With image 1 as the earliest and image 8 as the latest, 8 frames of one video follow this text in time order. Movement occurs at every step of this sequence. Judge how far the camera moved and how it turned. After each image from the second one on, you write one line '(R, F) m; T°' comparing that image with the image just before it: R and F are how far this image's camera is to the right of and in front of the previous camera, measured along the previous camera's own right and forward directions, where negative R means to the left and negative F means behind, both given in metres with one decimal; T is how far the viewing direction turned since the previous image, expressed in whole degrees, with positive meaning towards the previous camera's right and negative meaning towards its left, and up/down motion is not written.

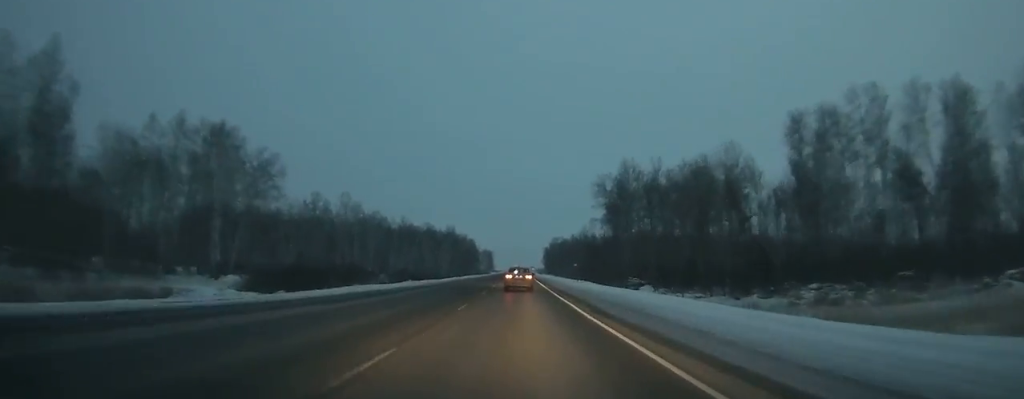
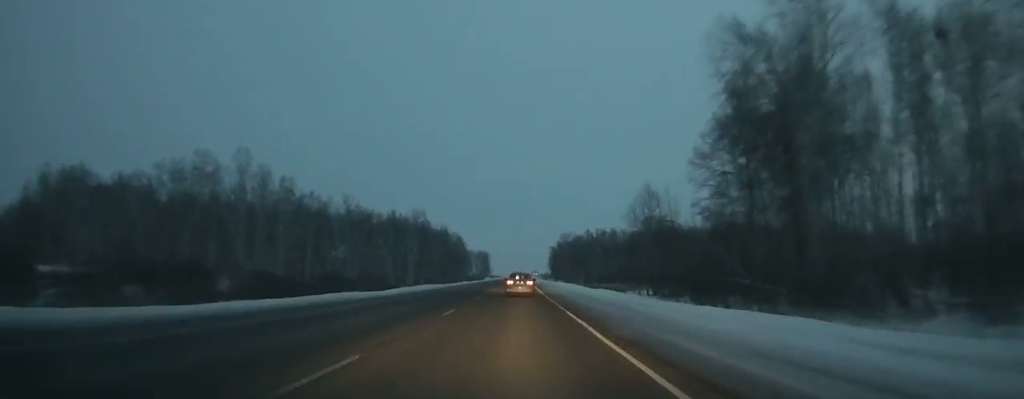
(-0.2, +72.5) m; 0°
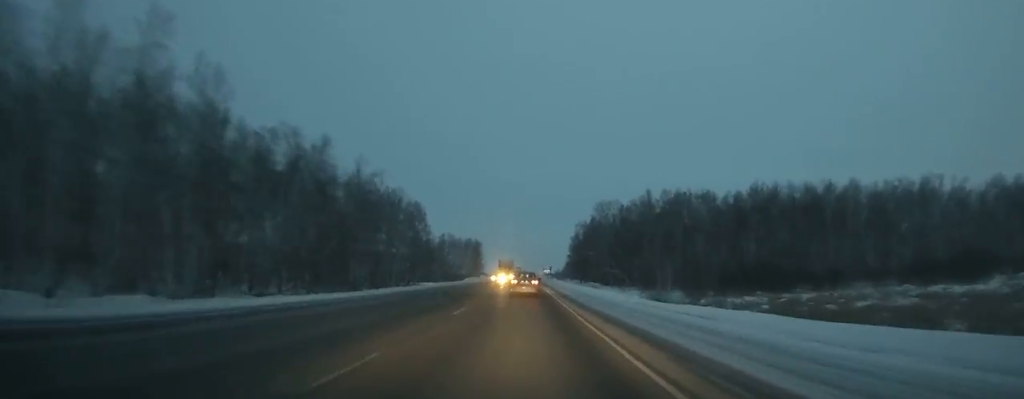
(-0.1, +116.8) m; 0°
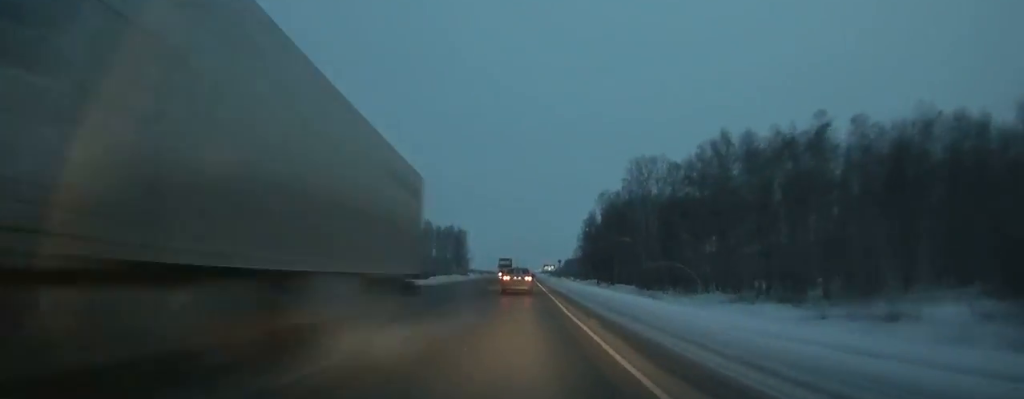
(+0.2, +58.6) m; 0°
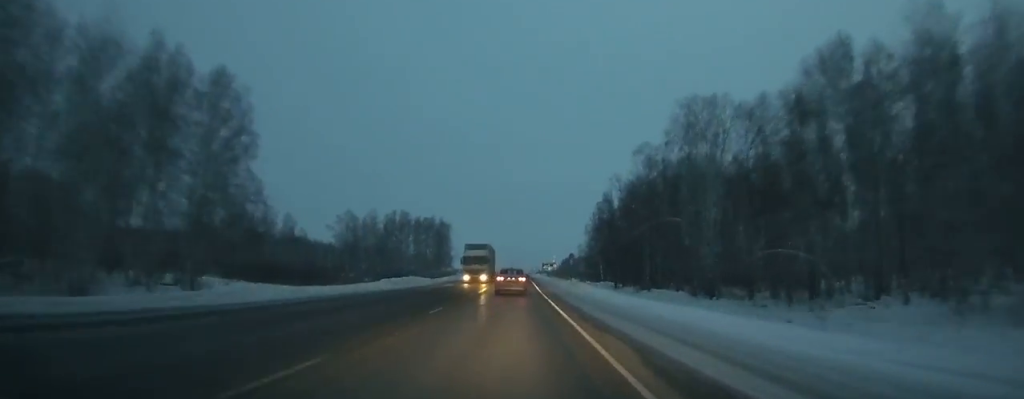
(0.0, +35.6) m; 0°
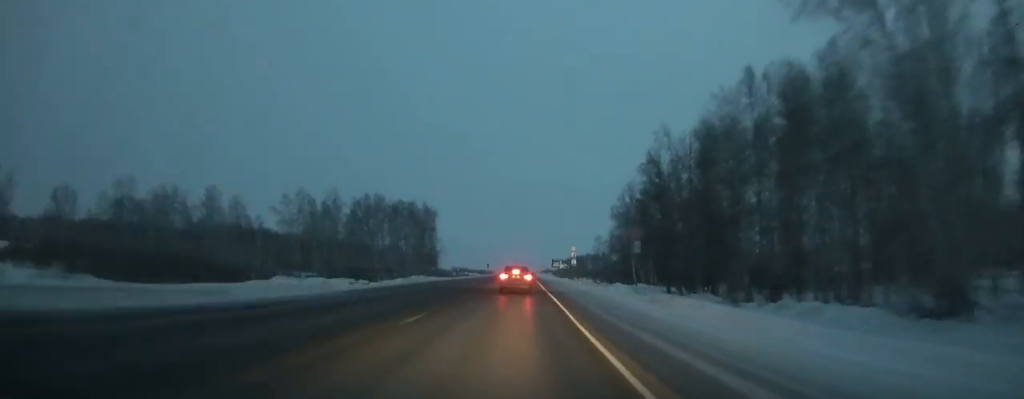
(0.0, +39.9) m; 0°
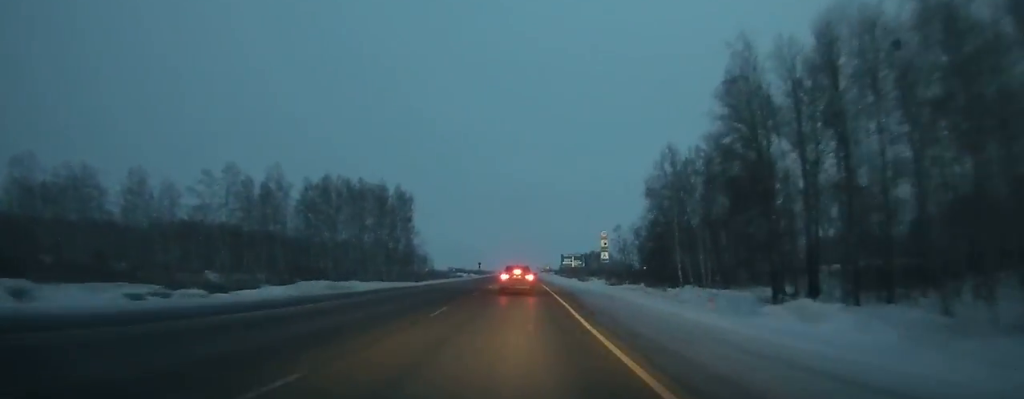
(-0.1, +31.9) m; 0°
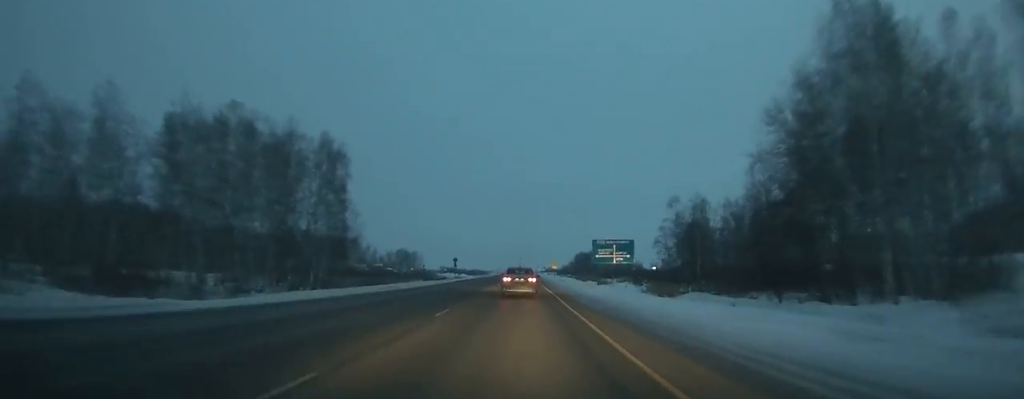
(-0.1, +46.9) m; 0°
